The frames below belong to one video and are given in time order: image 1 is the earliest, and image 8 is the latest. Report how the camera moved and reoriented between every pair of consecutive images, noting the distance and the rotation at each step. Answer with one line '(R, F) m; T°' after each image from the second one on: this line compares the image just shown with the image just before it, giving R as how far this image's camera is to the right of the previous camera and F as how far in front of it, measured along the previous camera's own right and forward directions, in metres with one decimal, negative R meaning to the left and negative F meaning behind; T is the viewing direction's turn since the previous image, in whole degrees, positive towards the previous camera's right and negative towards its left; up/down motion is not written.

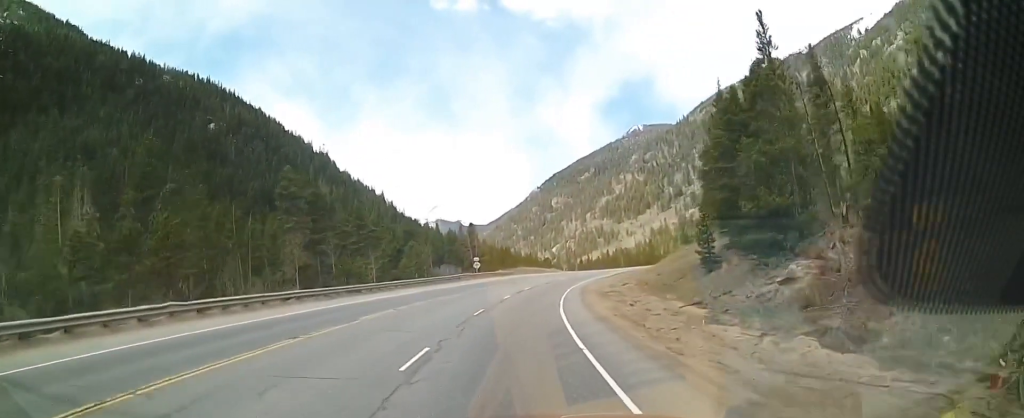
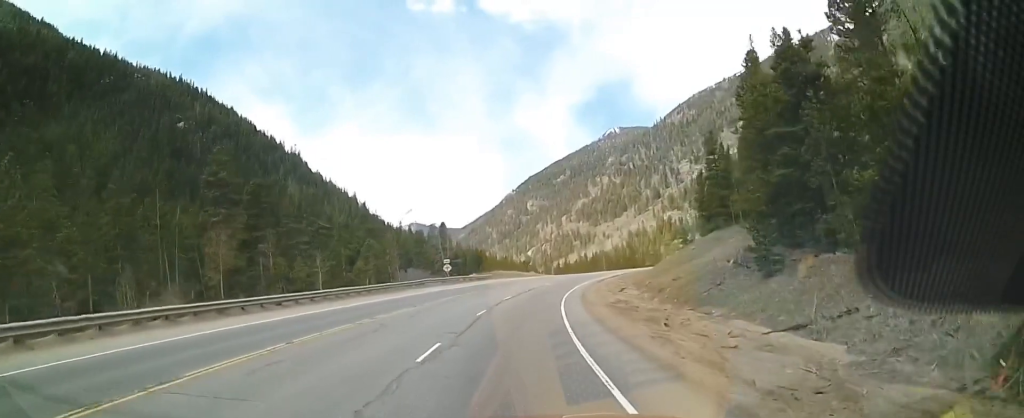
(0.0, +10.9) m; +1°
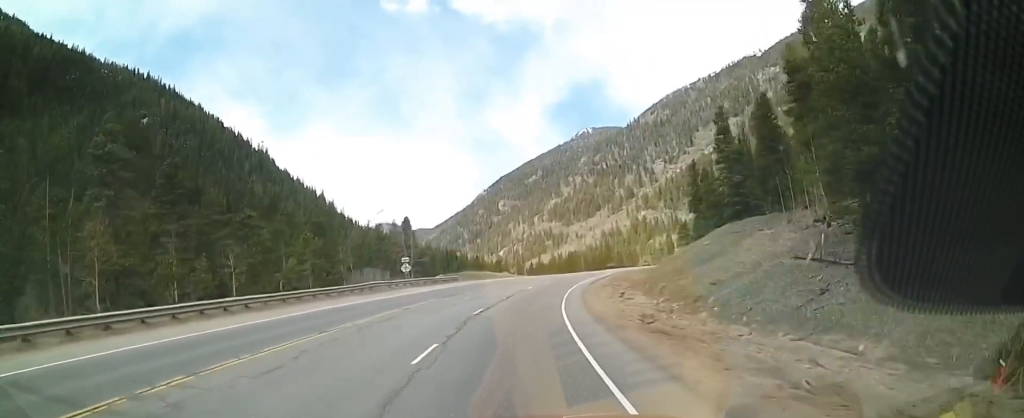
(+0.2, +12.0) m; +5°
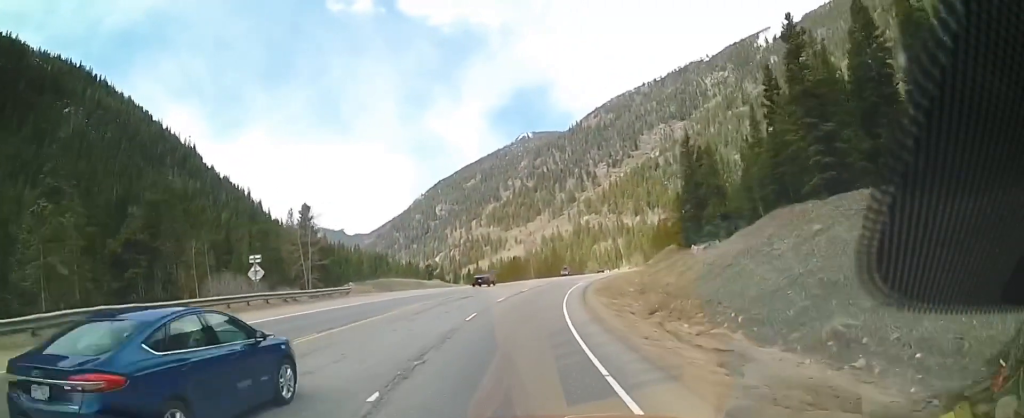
(+1.9, +26.1) m; +7°
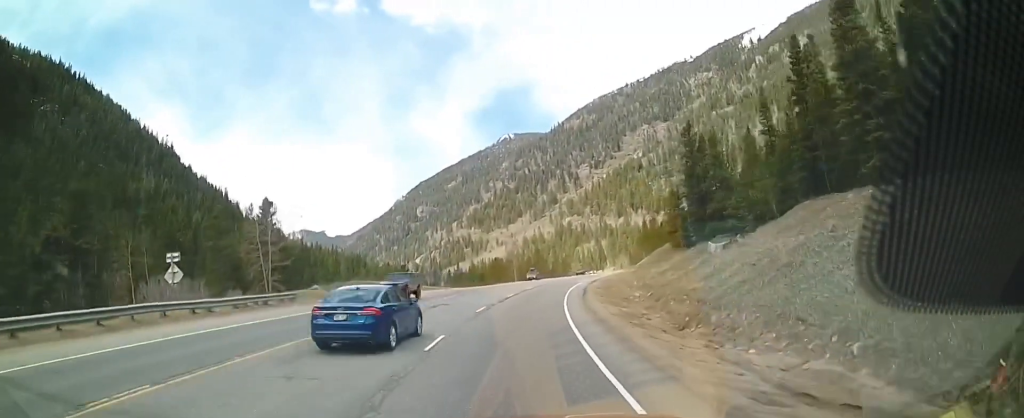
(+0.3, +7.9) m; +1°
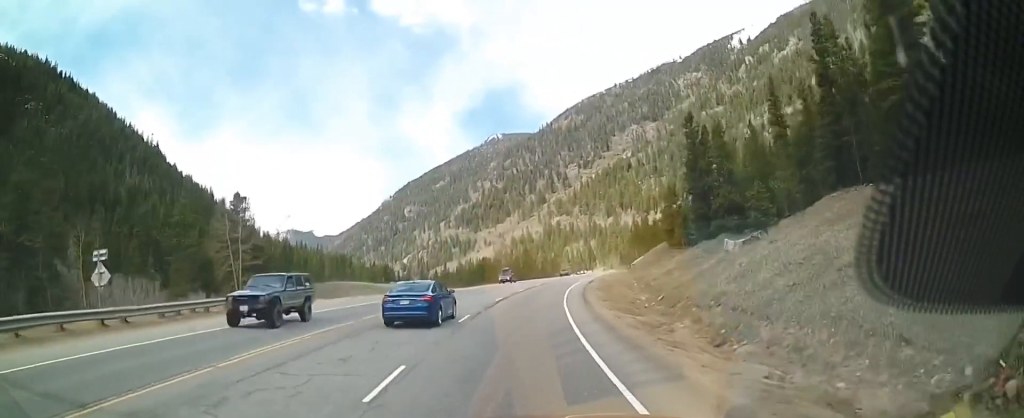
(+0.1, +5.2) m; +1°
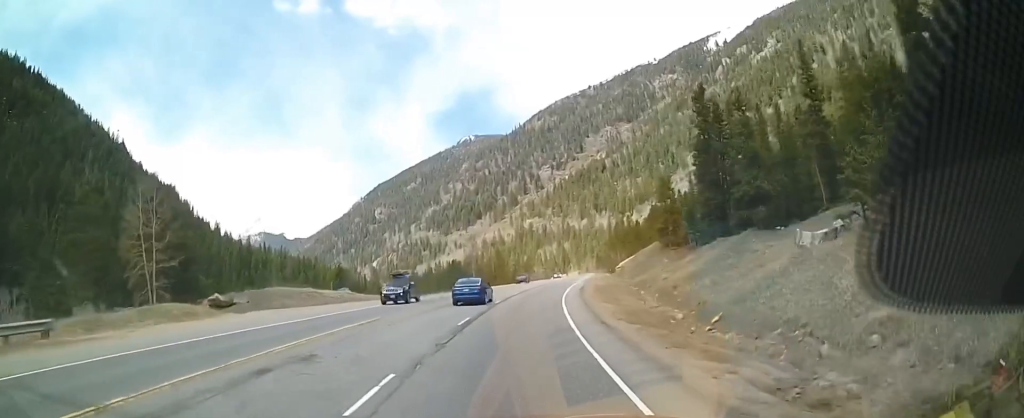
(+0.1, +12.3) m; +4°
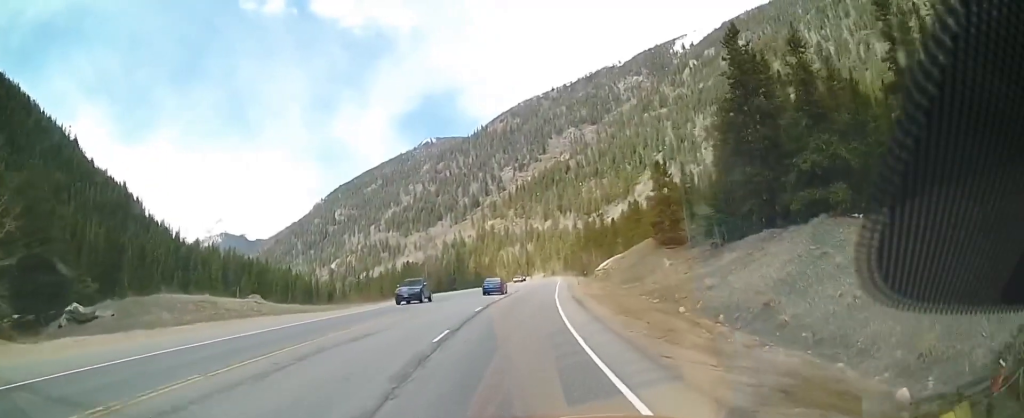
(+1.1, +16.9) m; +5°
